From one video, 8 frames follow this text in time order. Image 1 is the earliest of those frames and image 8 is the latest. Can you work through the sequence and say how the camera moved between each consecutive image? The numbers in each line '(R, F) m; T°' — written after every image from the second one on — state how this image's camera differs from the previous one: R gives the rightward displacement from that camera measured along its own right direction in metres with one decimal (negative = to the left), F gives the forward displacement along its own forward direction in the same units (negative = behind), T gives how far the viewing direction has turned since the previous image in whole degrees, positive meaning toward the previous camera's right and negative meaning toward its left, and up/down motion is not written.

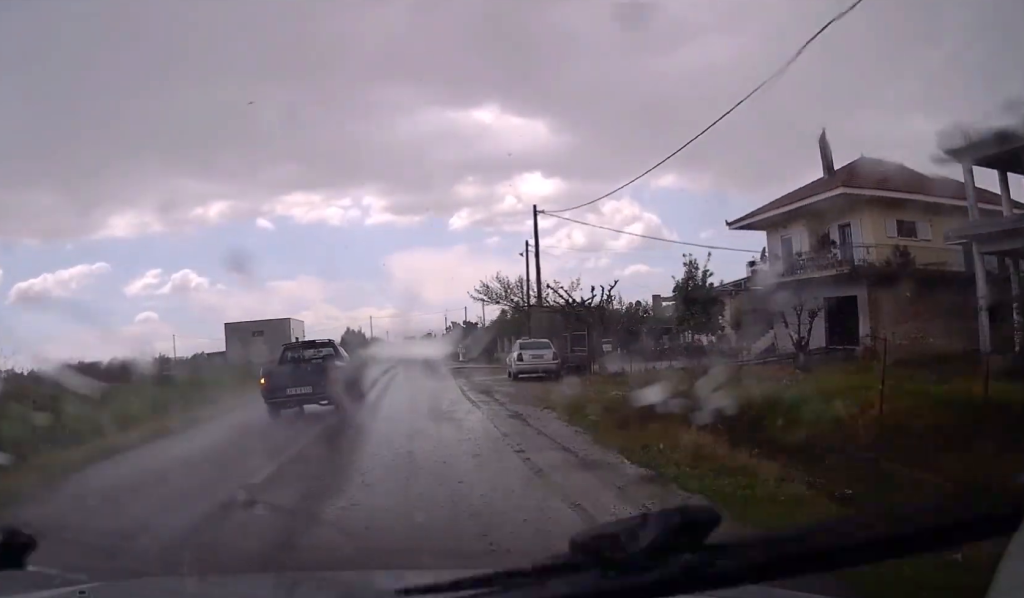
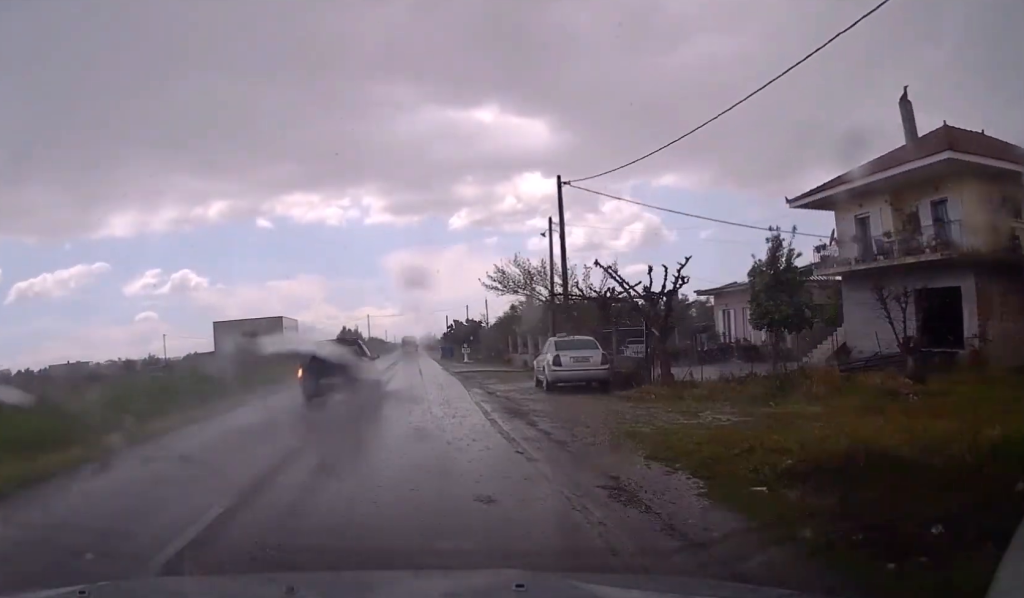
(0.0, +7.6) m; 0°
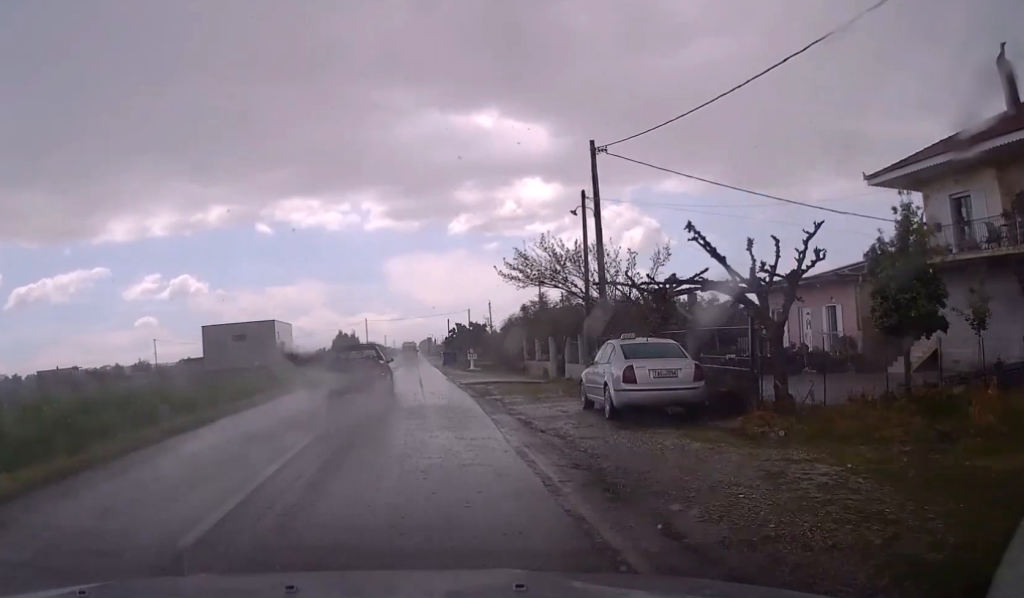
(0.0, +6.6) m; 0°
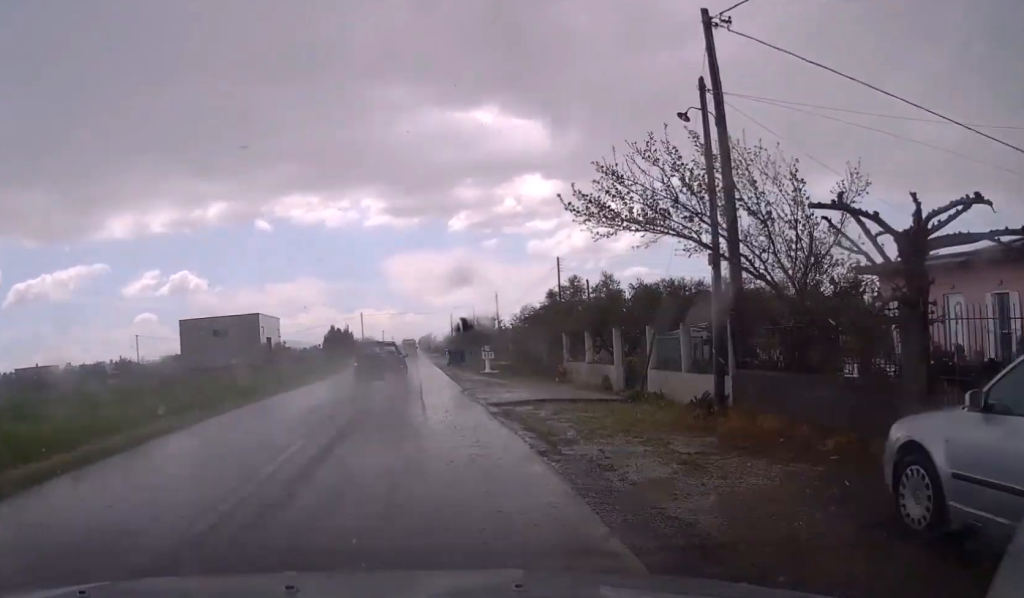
(-0.1, +11.7) m; 0°
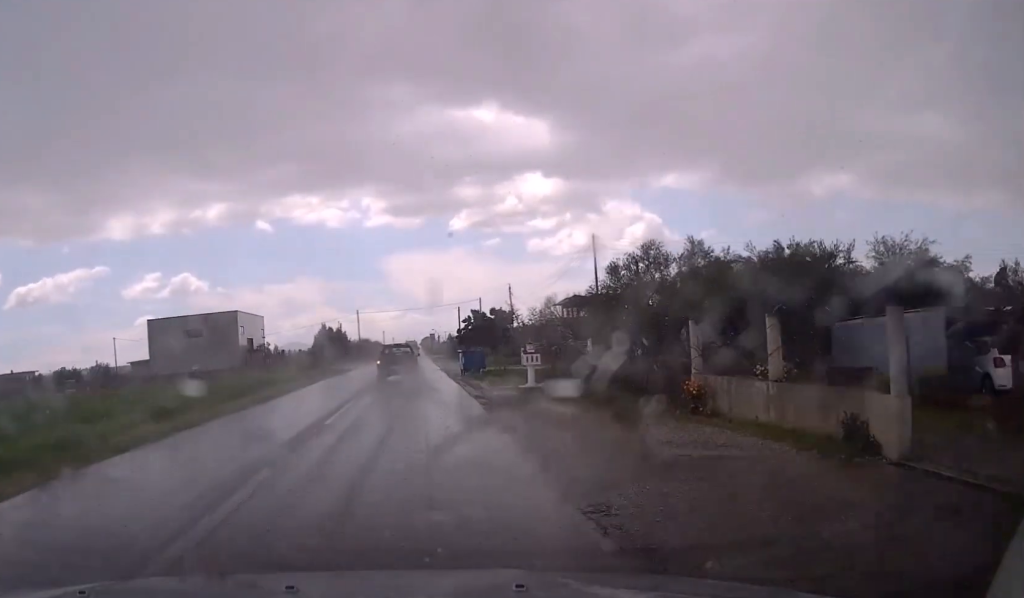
(+0.1, +14.8) m; 0°
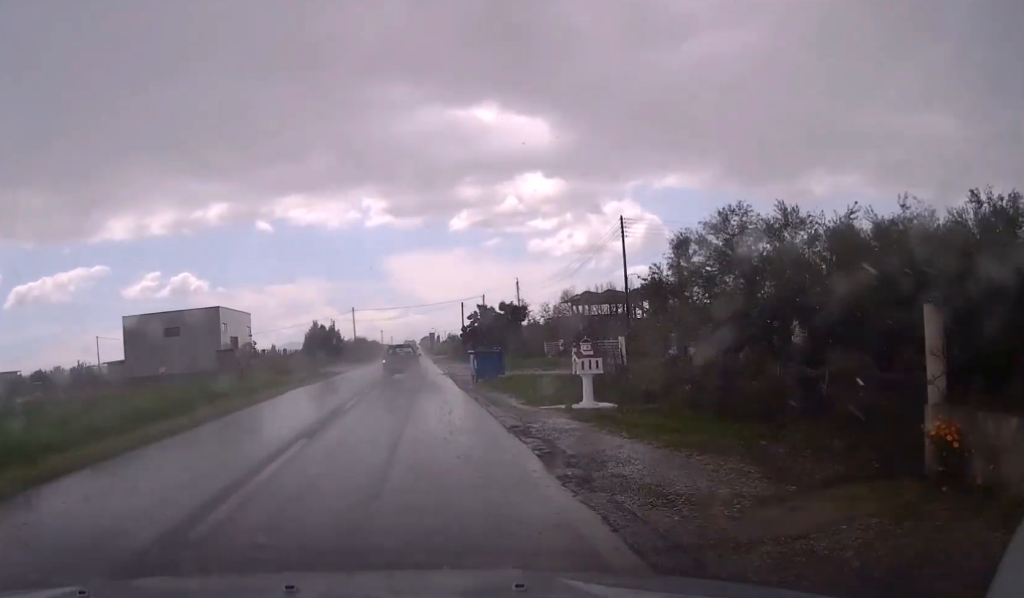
(+0.2, +8.2) m; 0°
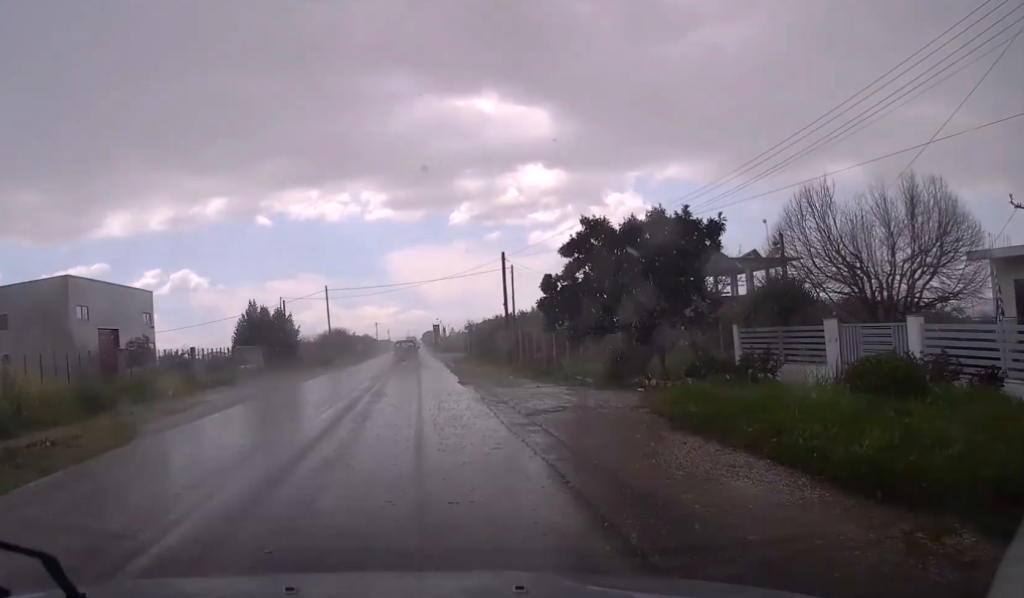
(-0.3, +39.1) m; 0°
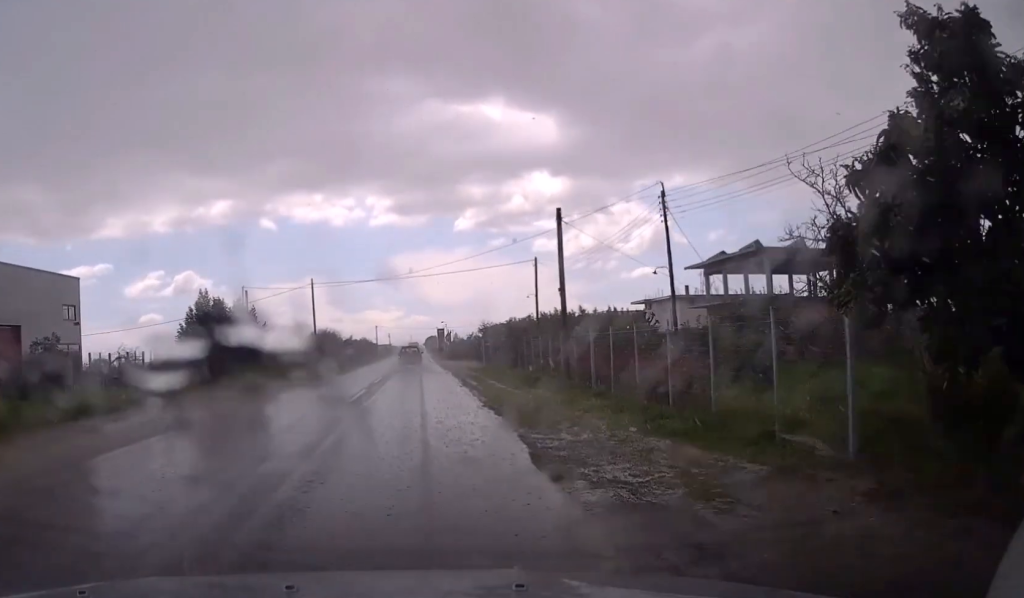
(0.0, +15.7) m; 0°
